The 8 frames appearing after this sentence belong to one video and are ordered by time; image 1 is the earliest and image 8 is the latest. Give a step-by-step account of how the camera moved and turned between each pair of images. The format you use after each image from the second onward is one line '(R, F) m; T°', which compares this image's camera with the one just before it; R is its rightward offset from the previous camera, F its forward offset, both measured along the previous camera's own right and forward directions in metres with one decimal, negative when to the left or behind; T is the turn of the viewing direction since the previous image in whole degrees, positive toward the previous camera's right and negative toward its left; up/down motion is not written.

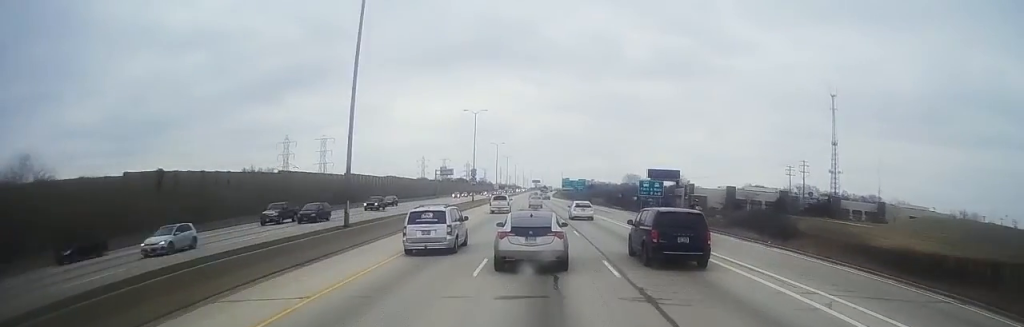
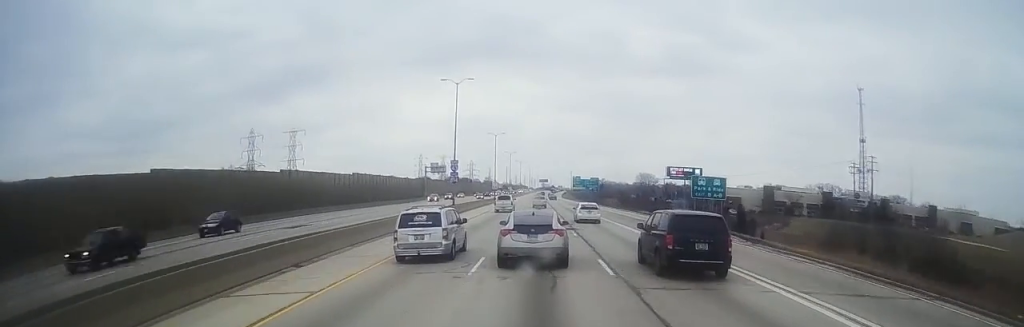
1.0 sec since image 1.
(-0.1, +30.8) m; 0°
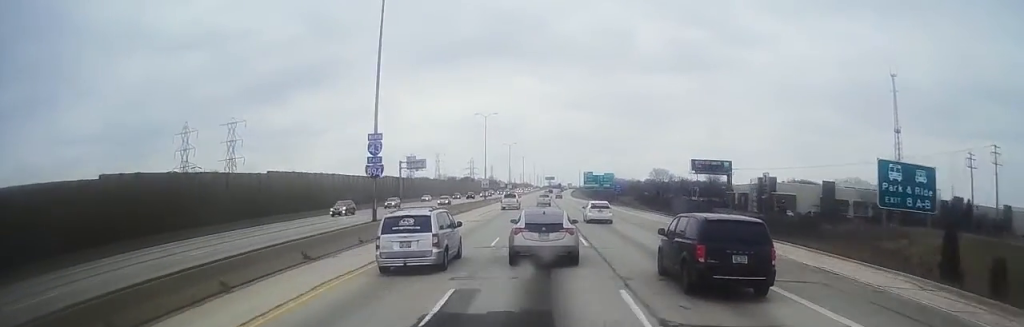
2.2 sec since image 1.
(0.0, +37.9) m; 0°
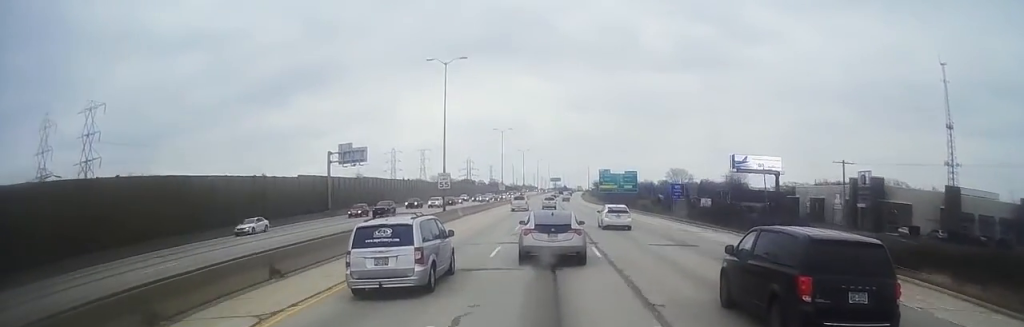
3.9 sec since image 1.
(0.0, +50.6) m; 0°
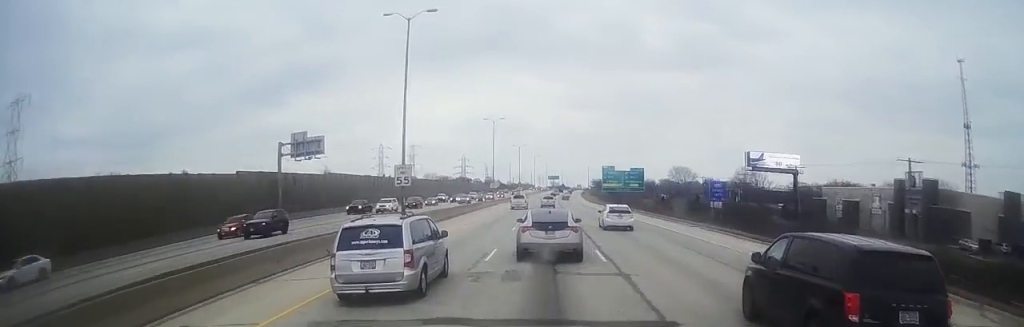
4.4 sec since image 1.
(0.0, +17.7) m; 0°
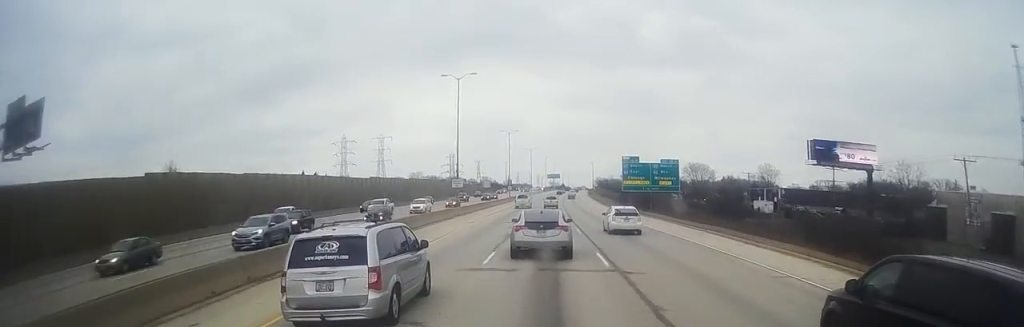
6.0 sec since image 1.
(0.0, +47.9) m; 0°
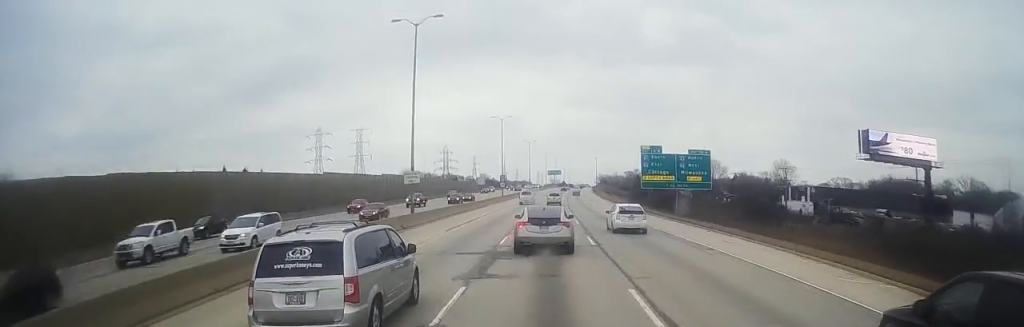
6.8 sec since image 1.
(0.0, +24.9) m; 0°
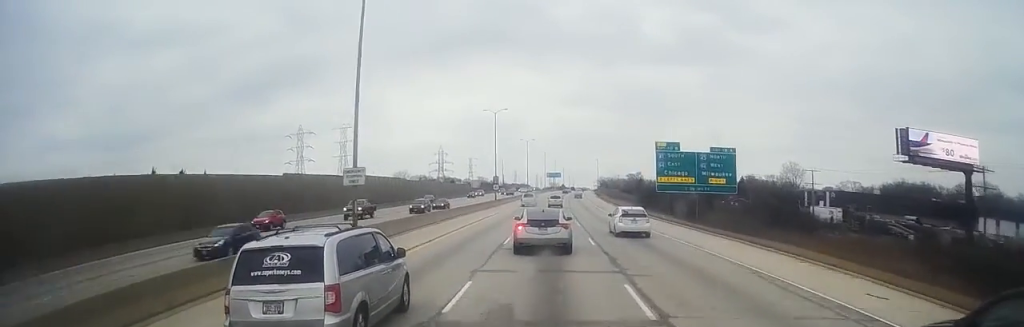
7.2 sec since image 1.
(0.0, +14.1) m; 0°
